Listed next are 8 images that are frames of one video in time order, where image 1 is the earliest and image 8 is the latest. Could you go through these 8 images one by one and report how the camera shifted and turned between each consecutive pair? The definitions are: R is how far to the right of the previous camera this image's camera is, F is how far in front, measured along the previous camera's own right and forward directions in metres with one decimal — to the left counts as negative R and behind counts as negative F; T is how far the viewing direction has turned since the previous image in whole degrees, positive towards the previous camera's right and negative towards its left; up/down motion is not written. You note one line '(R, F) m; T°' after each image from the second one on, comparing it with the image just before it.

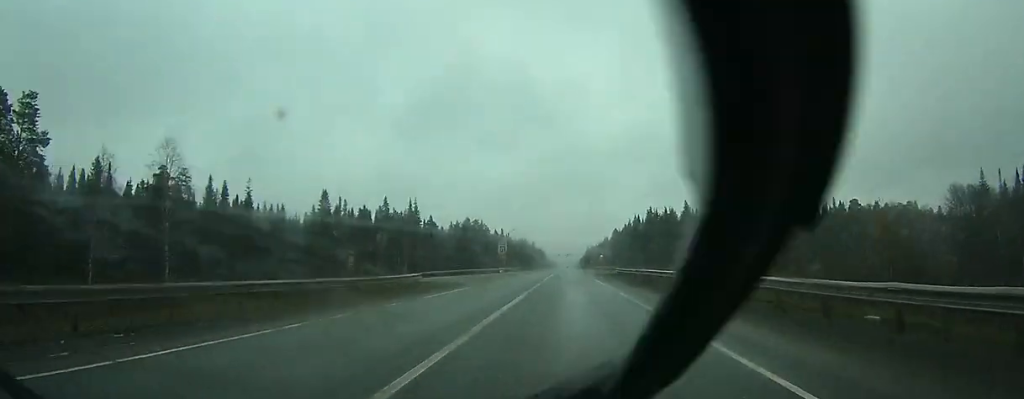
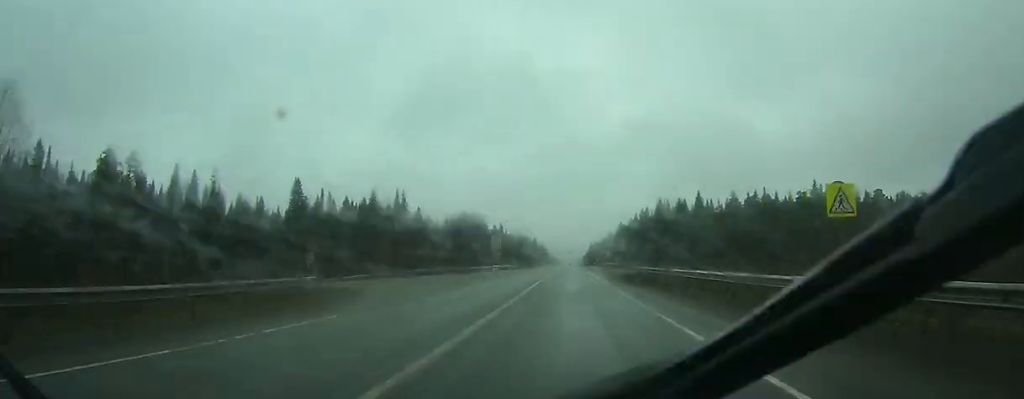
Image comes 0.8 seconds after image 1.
(-0.1, +19.7) m; 0°
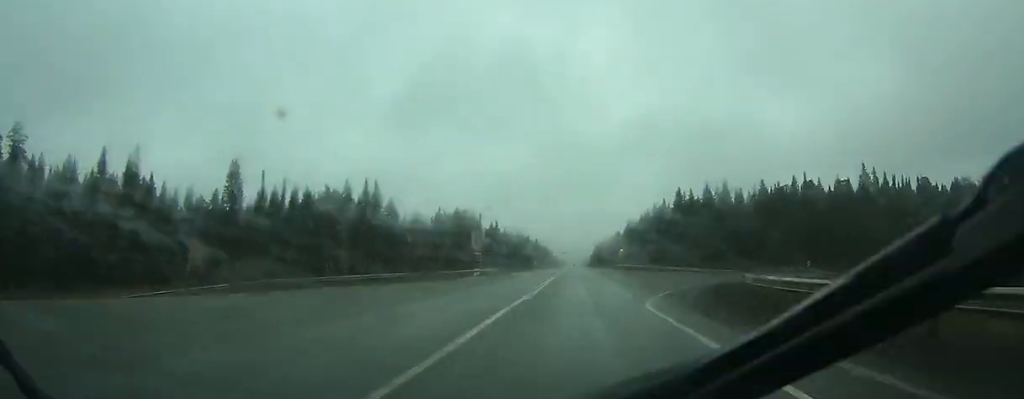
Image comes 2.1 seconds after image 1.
(0.0, +32.7) m; 0°
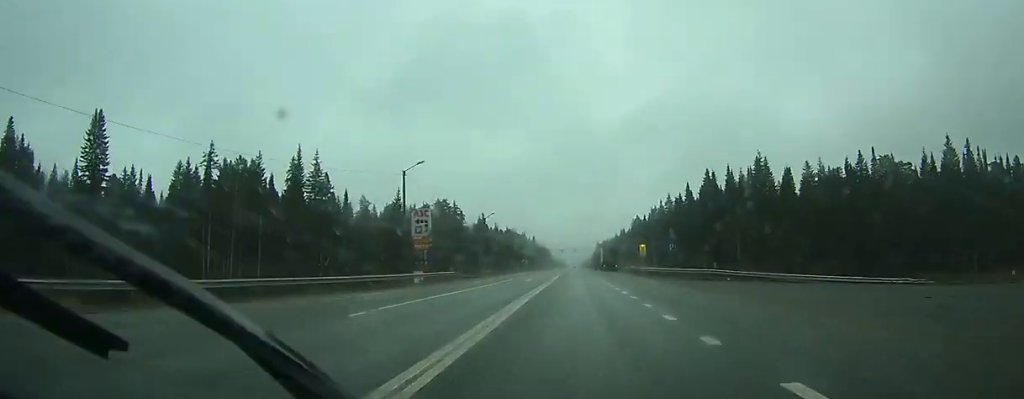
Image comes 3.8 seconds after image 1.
(-0.2, +40.8) m; -1°
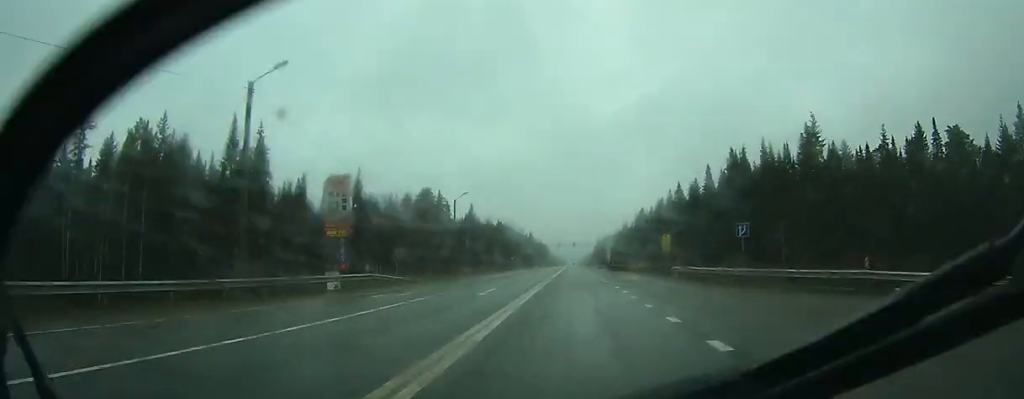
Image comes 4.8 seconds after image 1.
(-0.1, +24.5) m; 0°
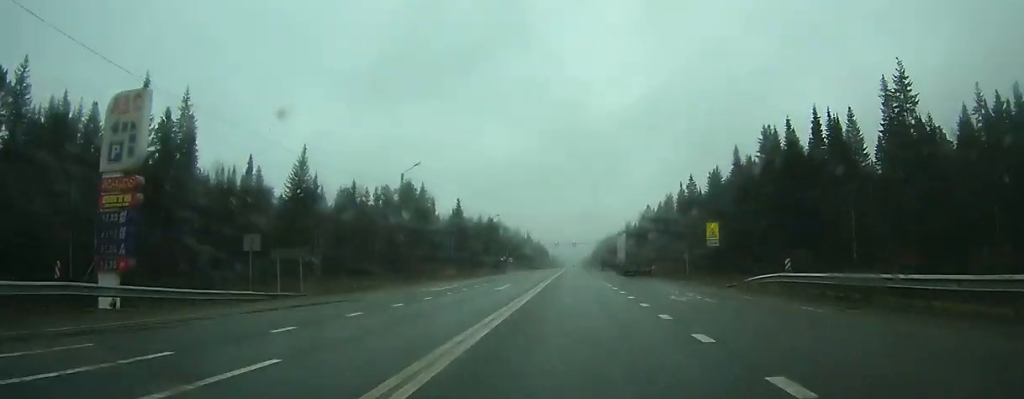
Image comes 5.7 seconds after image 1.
(-0.1, +22.8) m; 0°
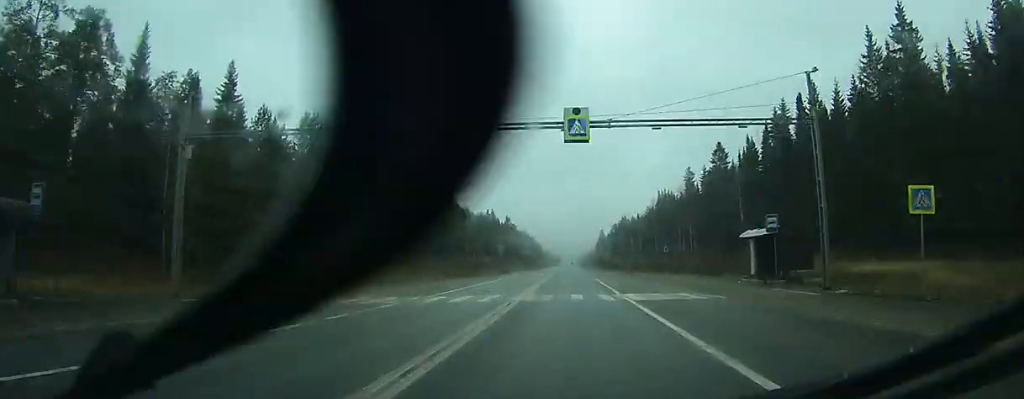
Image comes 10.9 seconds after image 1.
(+1.3, +125.1) m; +1°
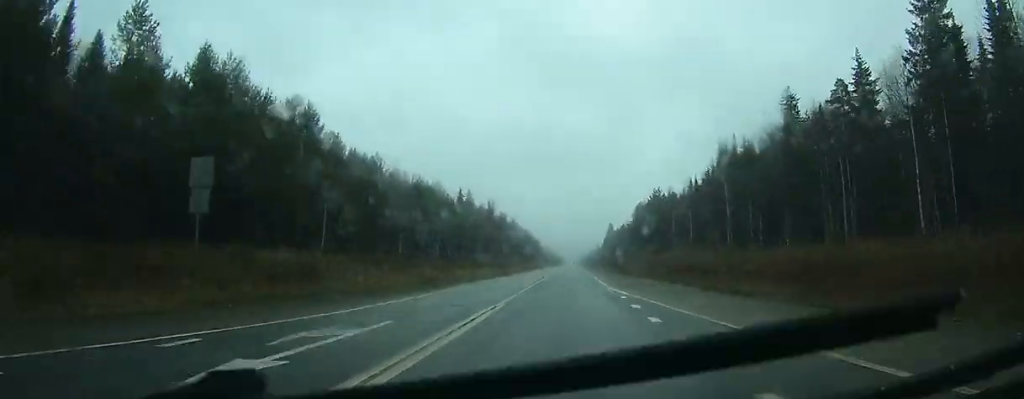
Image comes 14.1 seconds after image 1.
(+0.1, +79.4) m; 0°
